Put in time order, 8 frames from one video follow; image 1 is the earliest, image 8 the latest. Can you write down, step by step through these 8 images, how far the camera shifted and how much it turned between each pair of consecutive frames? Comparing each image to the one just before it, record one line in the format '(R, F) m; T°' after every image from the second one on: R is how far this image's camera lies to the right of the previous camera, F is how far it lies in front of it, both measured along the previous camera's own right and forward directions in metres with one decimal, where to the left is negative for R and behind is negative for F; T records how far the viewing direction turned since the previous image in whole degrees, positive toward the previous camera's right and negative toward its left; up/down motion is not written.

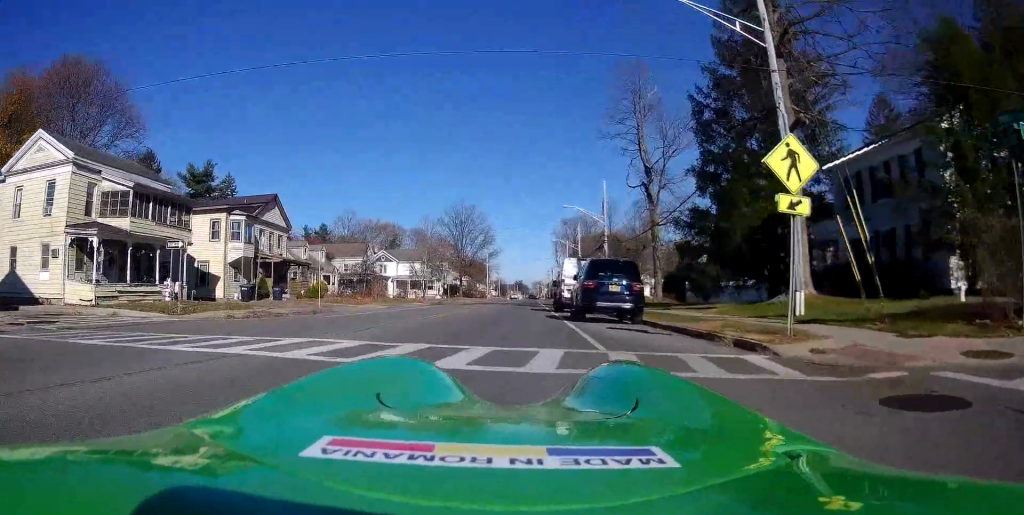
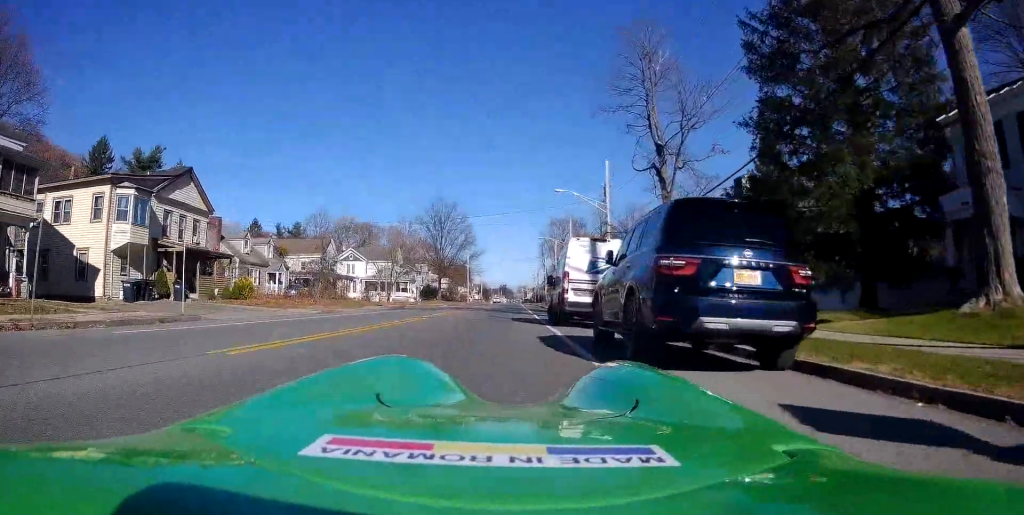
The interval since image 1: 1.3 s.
(-0.4, +11.3) m; -1°
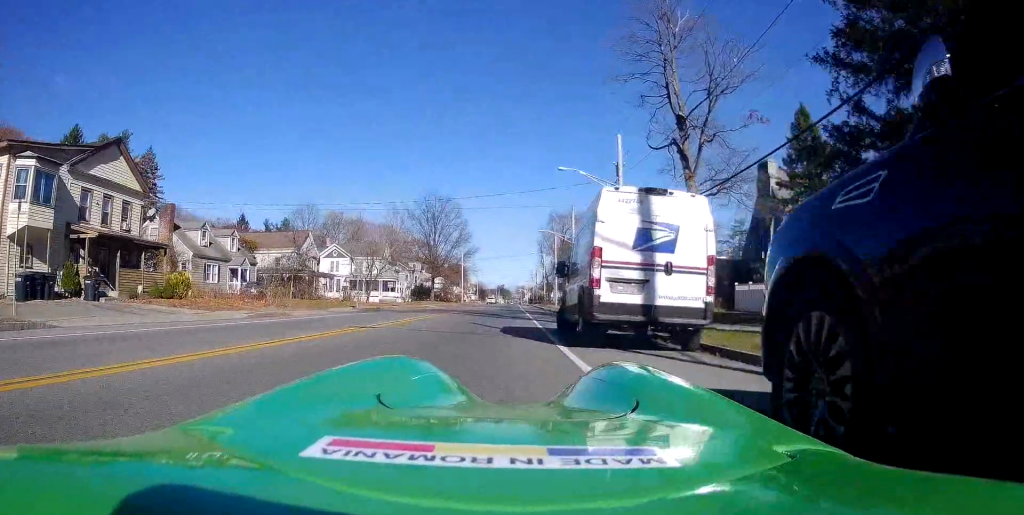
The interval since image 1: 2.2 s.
(+0.2, +7.7) m; +3°
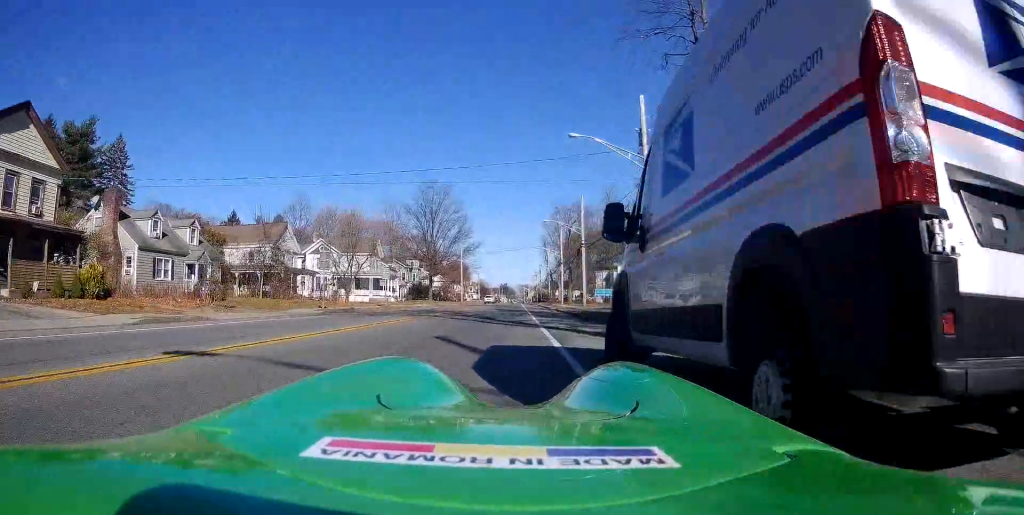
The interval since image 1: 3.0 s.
(+0.3, +7.6) m; +1°
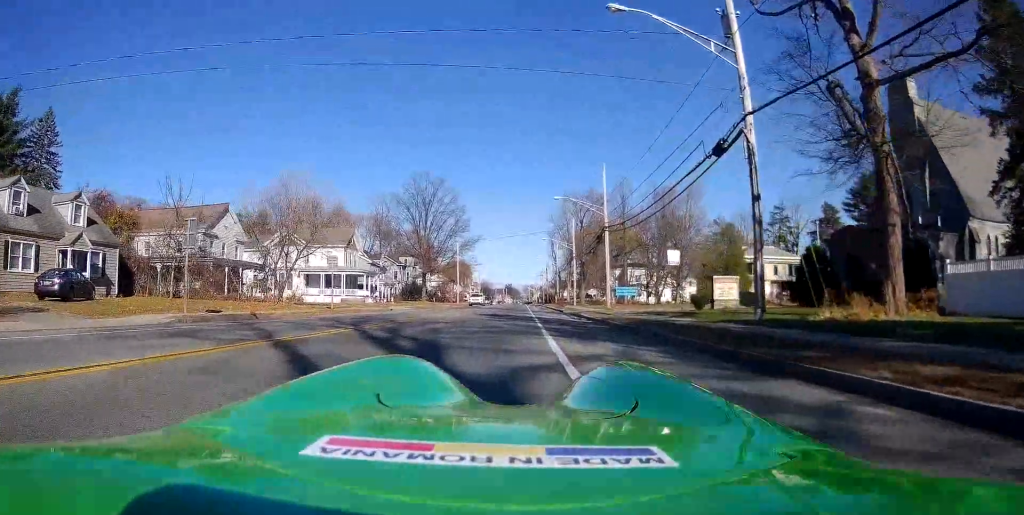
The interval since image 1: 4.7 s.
(-0.1, +14.7) m; 0°
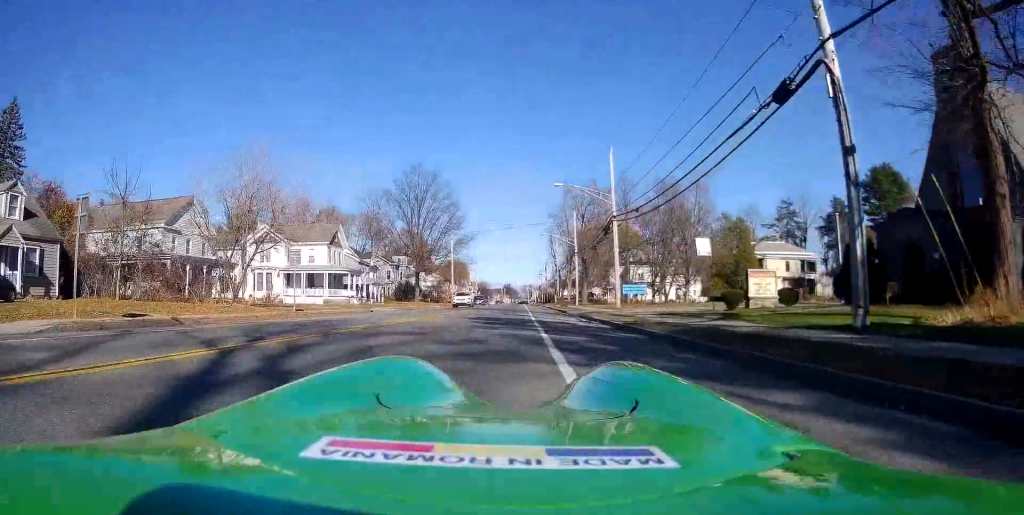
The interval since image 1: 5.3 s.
(+0.2, +5.5) m; 0°
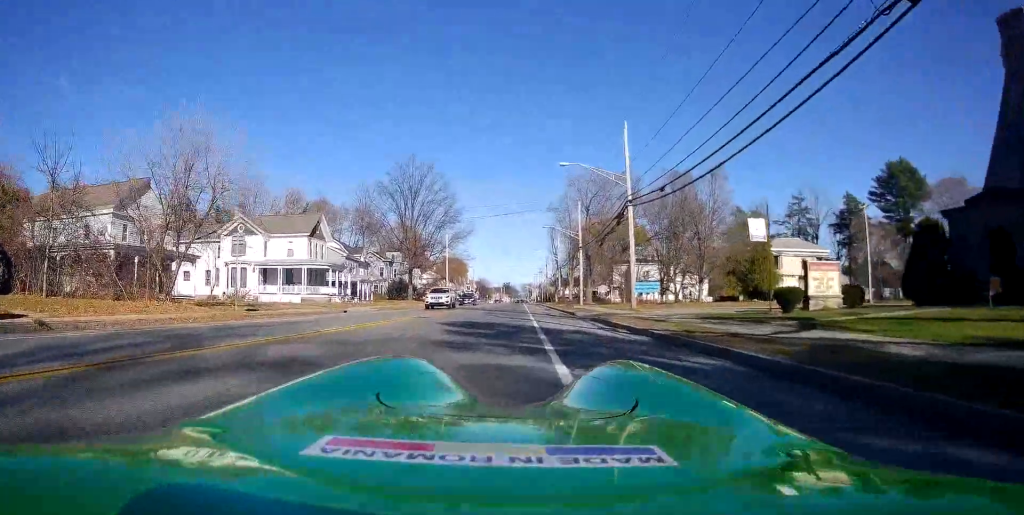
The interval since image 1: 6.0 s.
(-0.2, +6.3) m; +2°
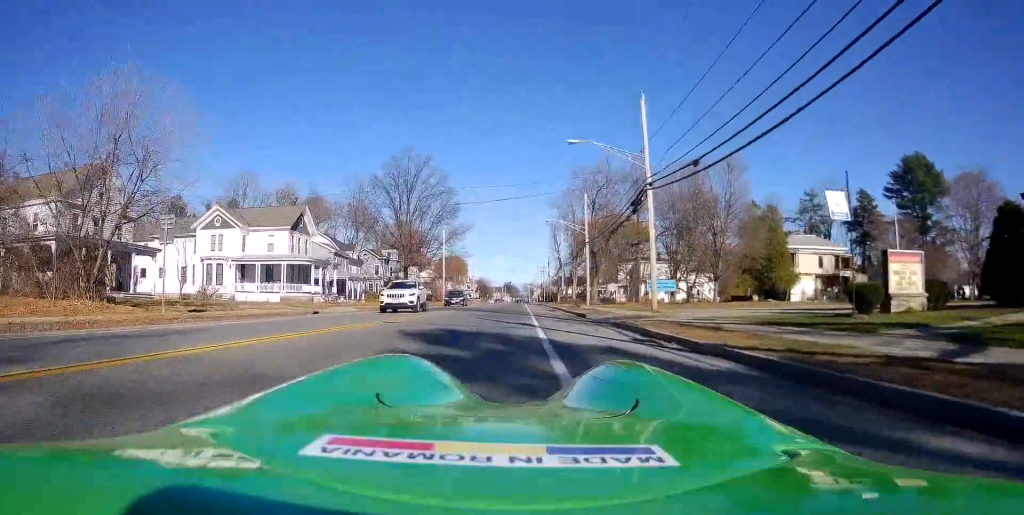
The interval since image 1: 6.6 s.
(-0.1, +5.2) m; +1°
